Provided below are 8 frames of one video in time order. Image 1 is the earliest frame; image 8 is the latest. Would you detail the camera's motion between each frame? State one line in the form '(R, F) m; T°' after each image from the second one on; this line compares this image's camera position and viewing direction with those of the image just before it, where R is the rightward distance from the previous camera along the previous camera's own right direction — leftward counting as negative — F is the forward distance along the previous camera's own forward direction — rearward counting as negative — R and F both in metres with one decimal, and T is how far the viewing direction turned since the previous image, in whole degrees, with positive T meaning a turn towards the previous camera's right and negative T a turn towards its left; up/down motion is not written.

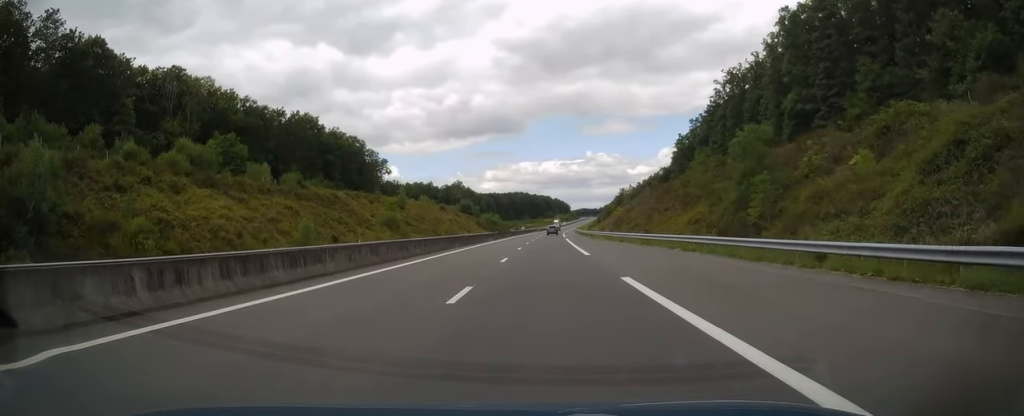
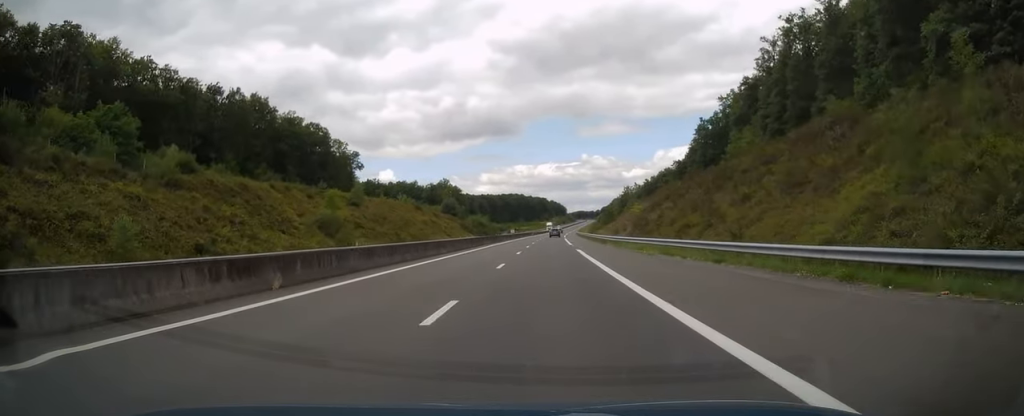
(0.0, +28.1) m; 0°
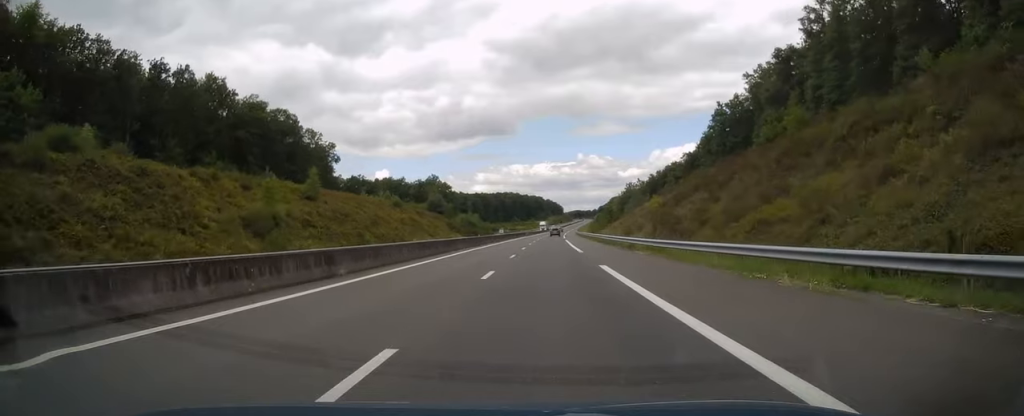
(-0.1, +17.8) m; 0°
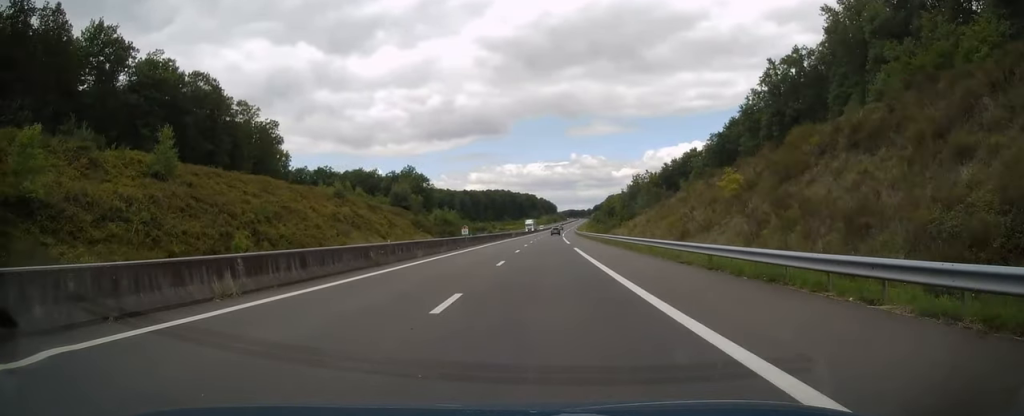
(+0.1, +32.9) m; 0°
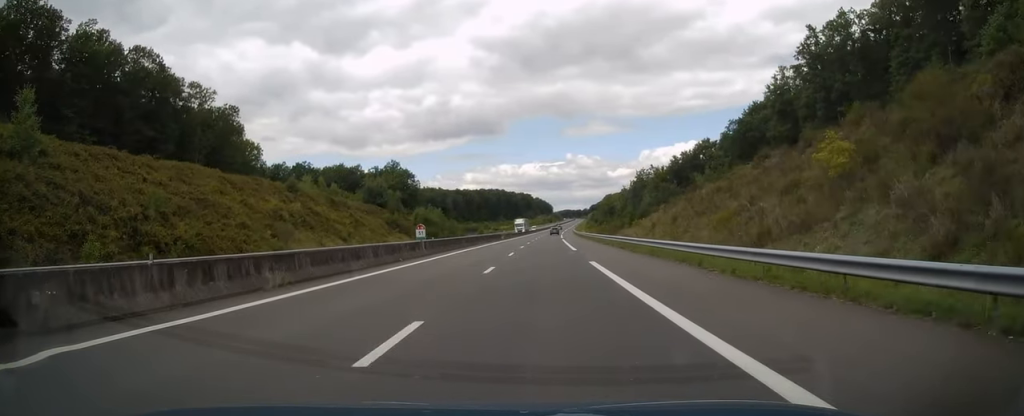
(0.0, +16.7) m; +1°
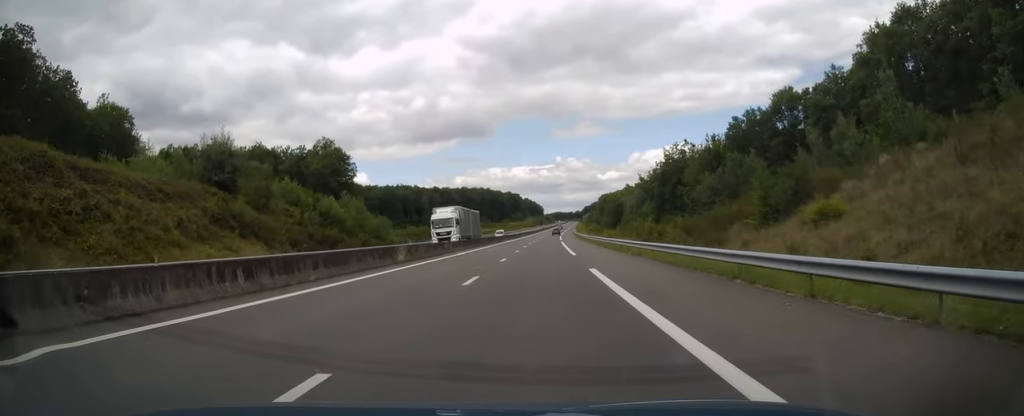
(+0.9, +55.1) m; +1°
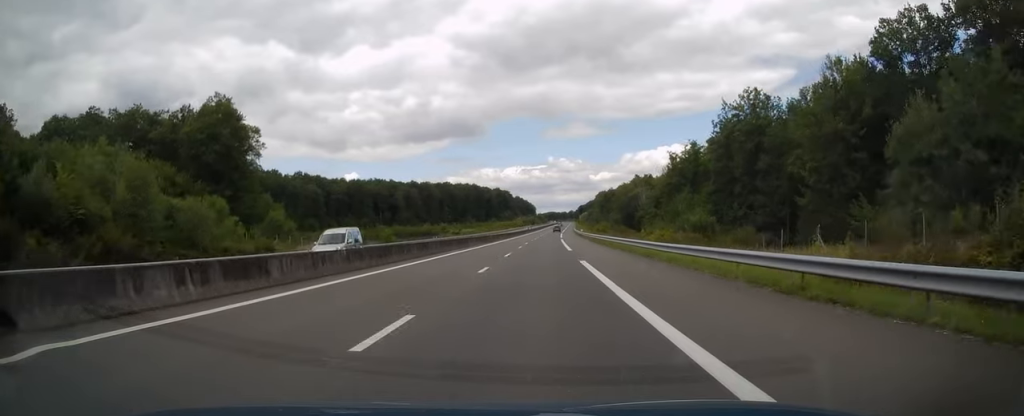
(+0.2, +47.7) m; +1°
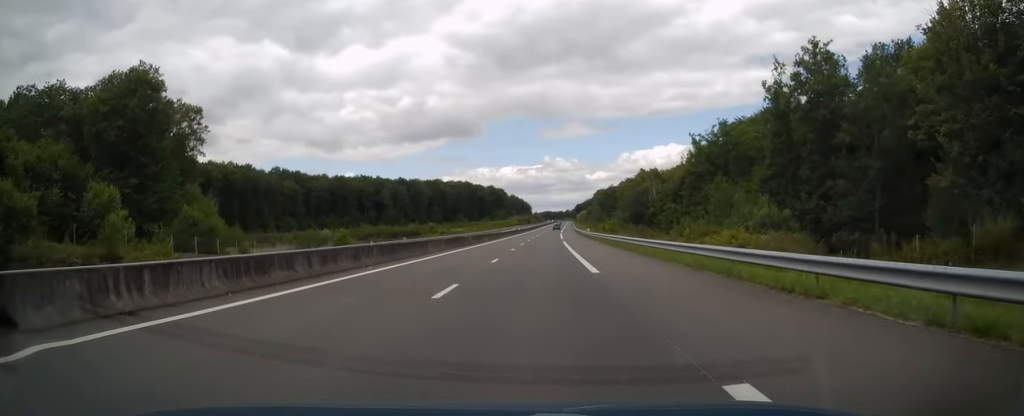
(+0.2, +20.7) m; +1°
